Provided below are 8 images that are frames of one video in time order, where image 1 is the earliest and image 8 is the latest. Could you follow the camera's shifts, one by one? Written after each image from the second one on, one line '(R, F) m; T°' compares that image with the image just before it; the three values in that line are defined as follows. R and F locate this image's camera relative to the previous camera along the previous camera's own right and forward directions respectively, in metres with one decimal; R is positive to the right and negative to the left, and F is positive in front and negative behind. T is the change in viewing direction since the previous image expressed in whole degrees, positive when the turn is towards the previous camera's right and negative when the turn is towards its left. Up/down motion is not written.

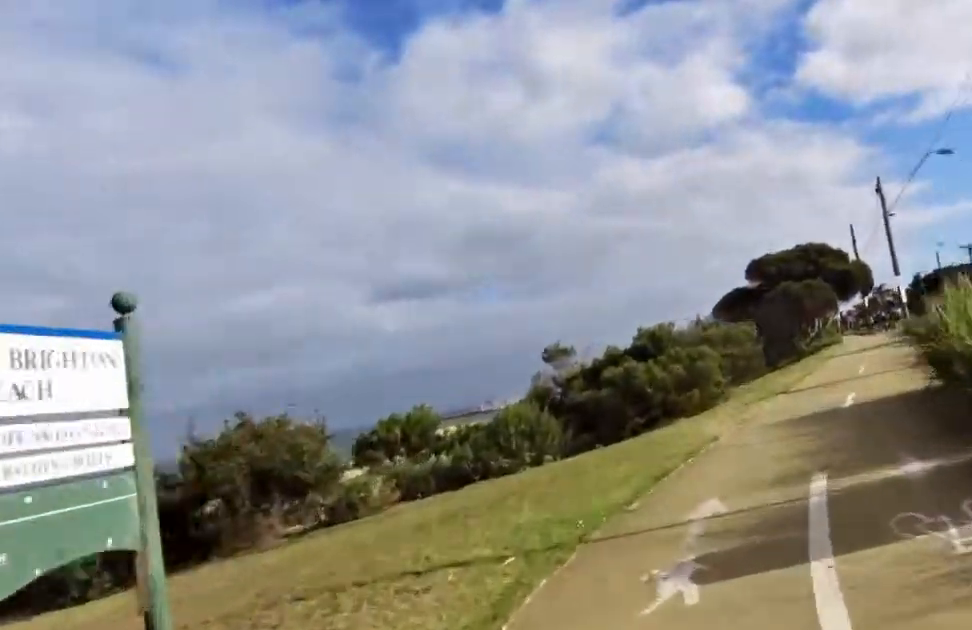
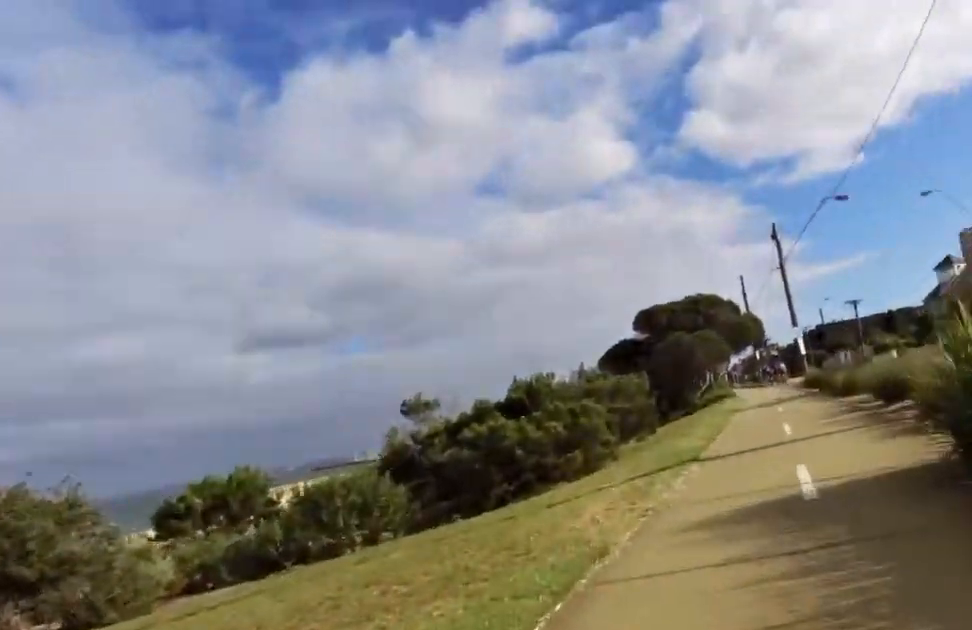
(-0.5, +2.8) m; 0°
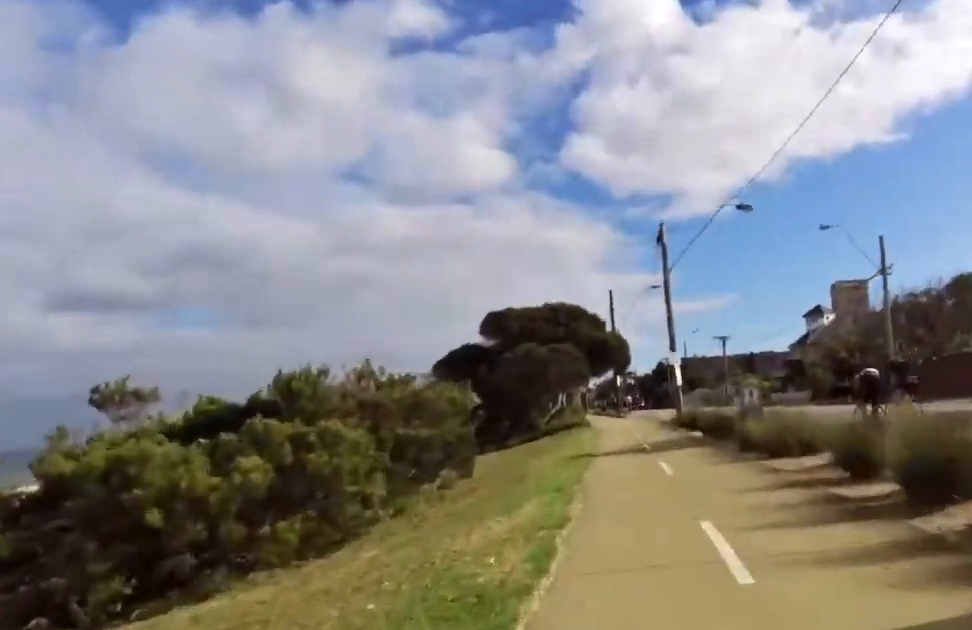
(+1.1, +6.2) m; +10°
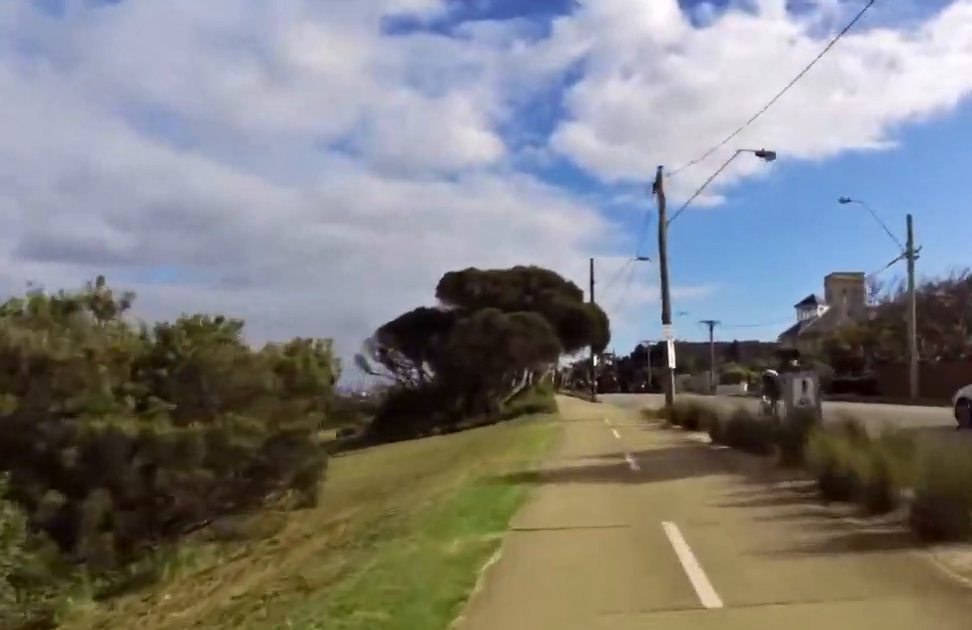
(+0.1, +6.2) m; +1°
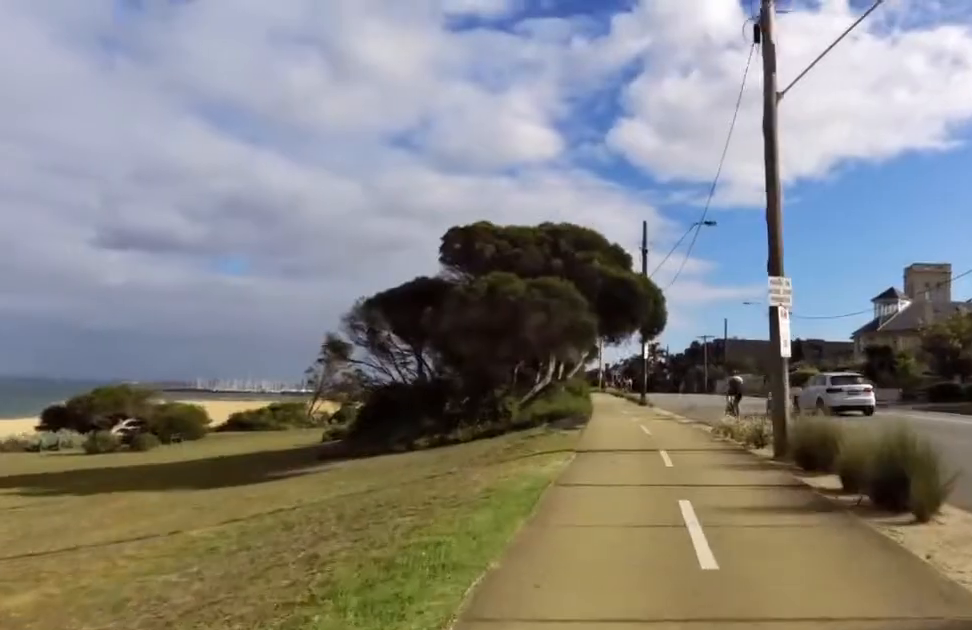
(0.0, +9.7) m; +1°
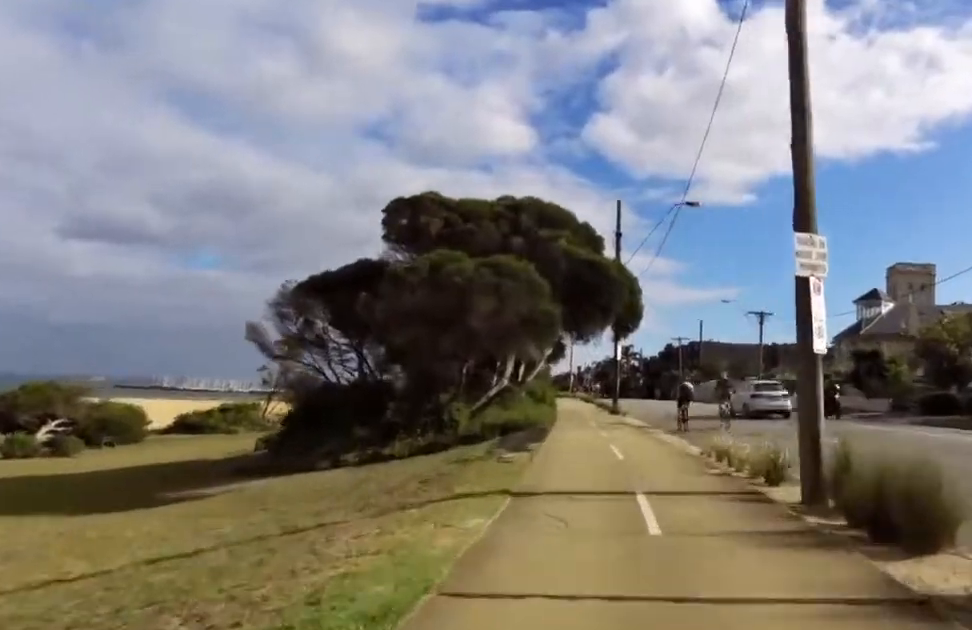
(-0.1, +3.5) m; +3°
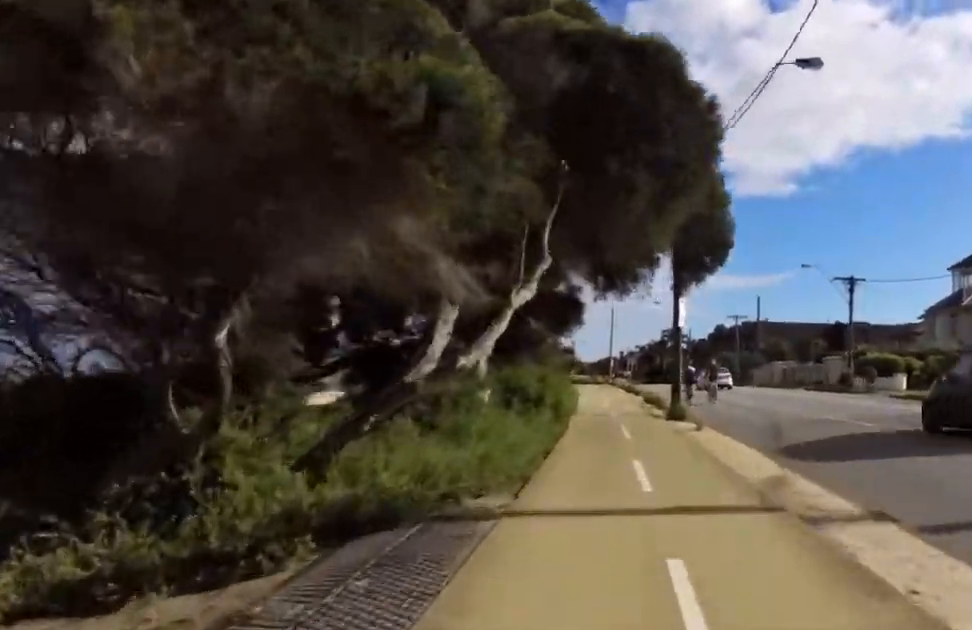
(+1.1, +13.0) m; +3°
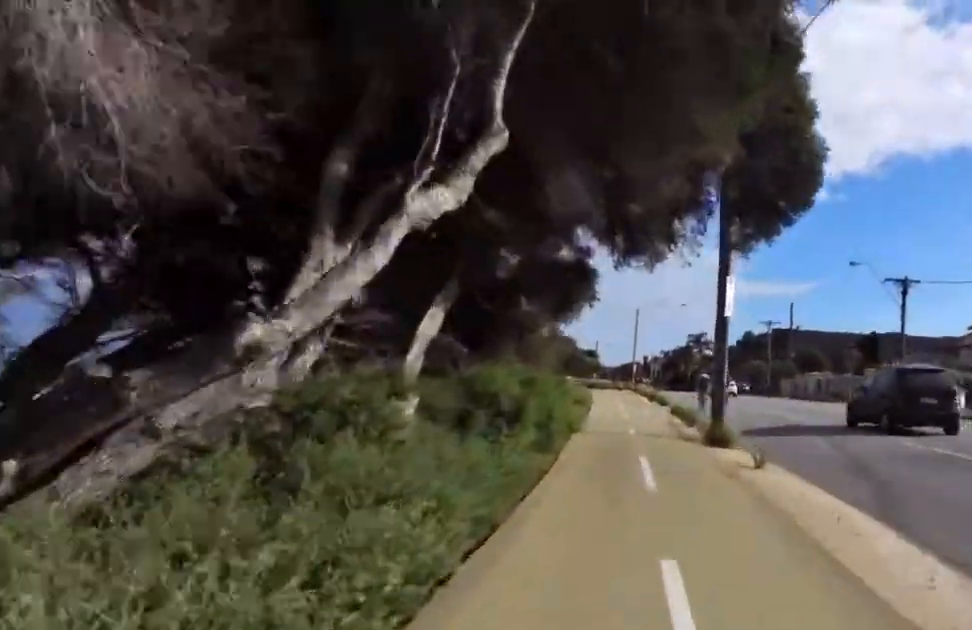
(-0.1, +4.7) m; -6°
